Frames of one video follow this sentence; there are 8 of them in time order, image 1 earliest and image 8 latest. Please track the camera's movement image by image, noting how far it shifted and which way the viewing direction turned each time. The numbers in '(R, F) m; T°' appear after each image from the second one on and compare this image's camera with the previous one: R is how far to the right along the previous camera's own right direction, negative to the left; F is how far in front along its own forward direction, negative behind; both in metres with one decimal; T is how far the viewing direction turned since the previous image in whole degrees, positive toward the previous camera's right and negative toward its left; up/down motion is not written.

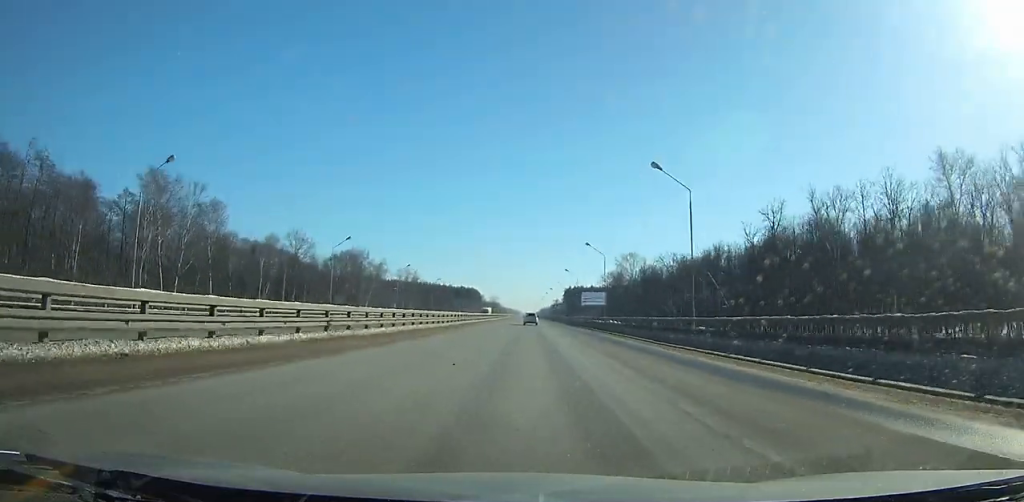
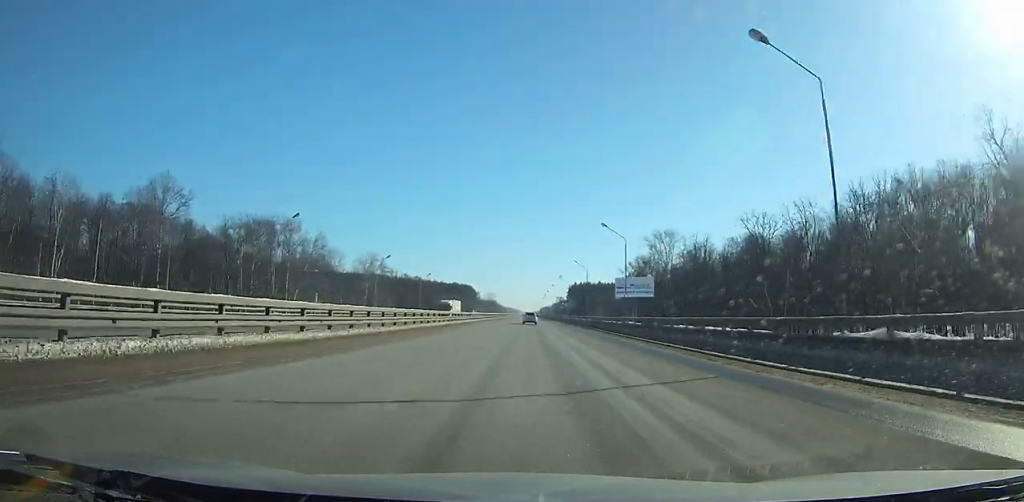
(0.0, +56.1) m; 0°
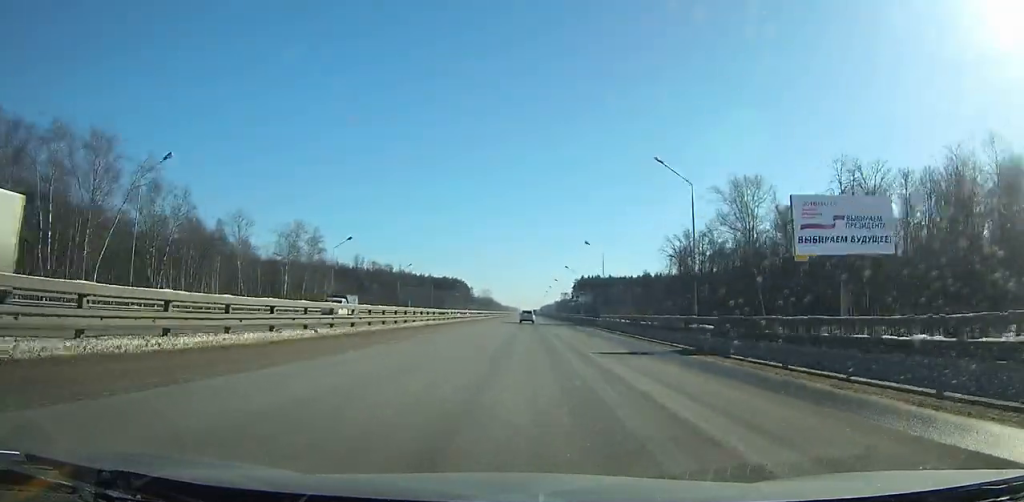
(+0.1, +62.1) m; 0°
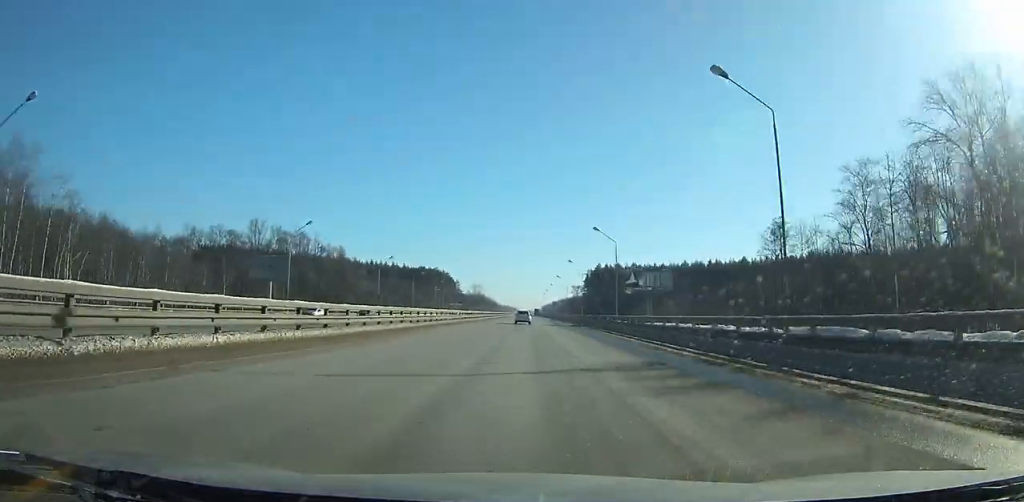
(0.0, +95.1) m; 0°
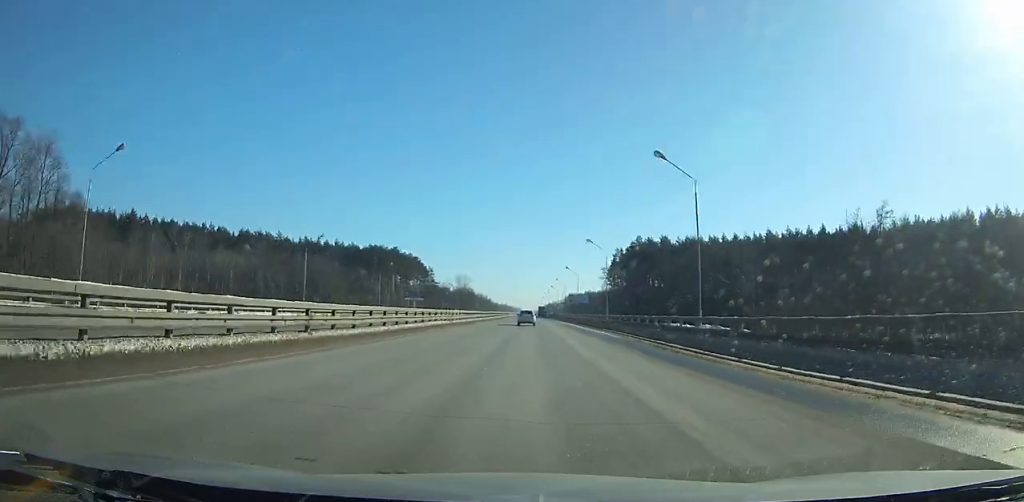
(+1.2, +115.5) m; +5°
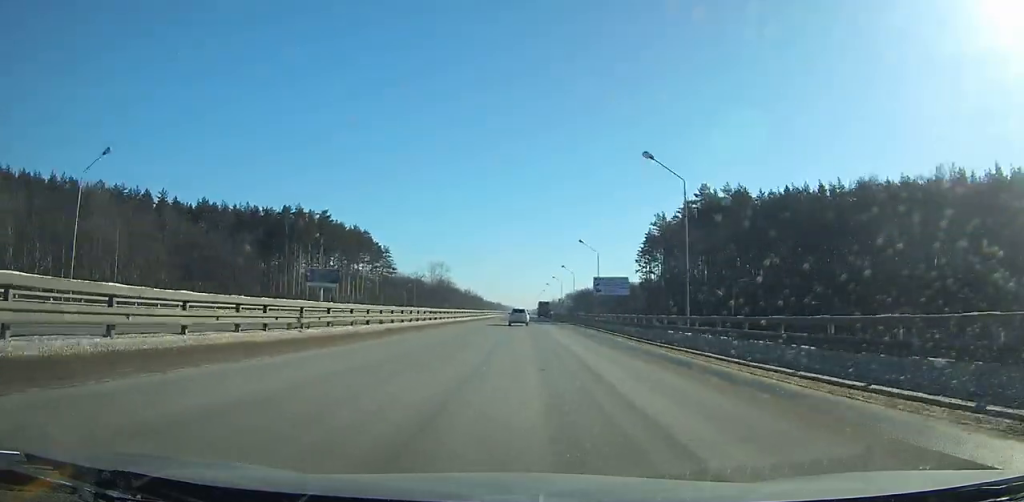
(+6.5, +88.5) m; -2°
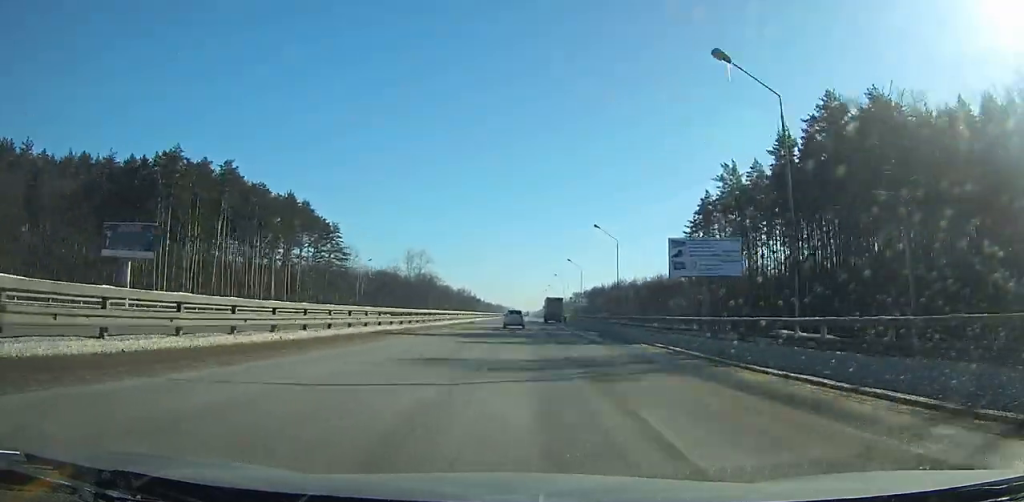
(-4.9, +57.4) m; -6°
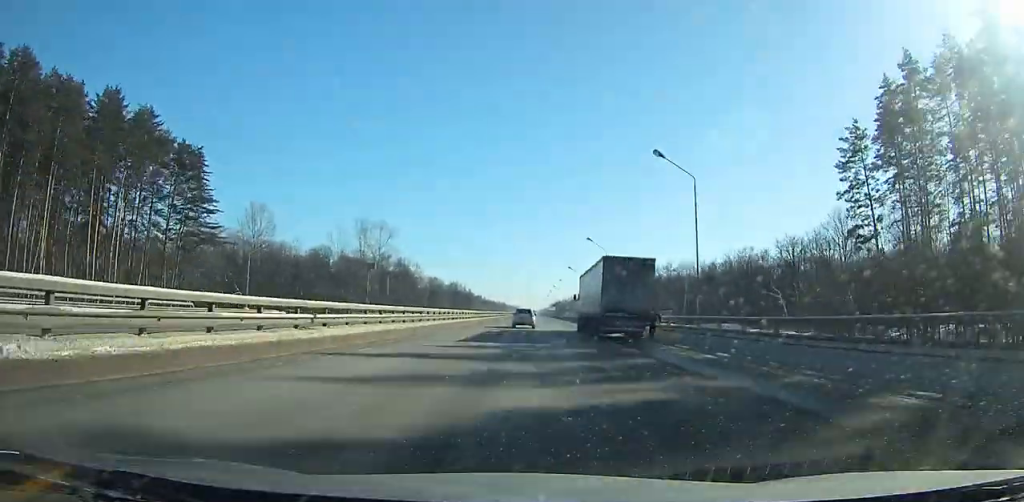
(-6.2, +68.0) m; -4°
